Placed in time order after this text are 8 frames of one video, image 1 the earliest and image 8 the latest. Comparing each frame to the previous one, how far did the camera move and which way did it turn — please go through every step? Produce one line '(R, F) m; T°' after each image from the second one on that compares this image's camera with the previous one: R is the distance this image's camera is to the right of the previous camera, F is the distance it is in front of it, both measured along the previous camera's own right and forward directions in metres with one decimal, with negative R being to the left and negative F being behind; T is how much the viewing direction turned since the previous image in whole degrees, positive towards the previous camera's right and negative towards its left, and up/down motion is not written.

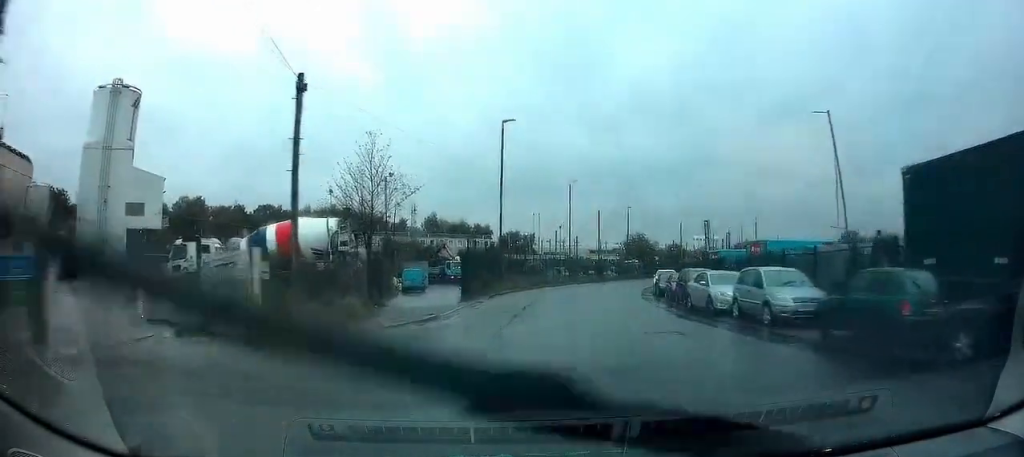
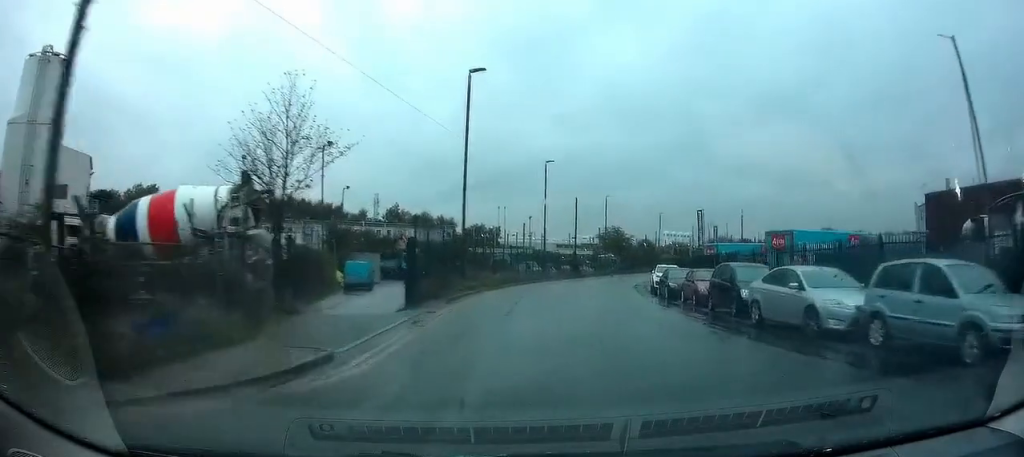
(+0.2, +8.0) m; +4°
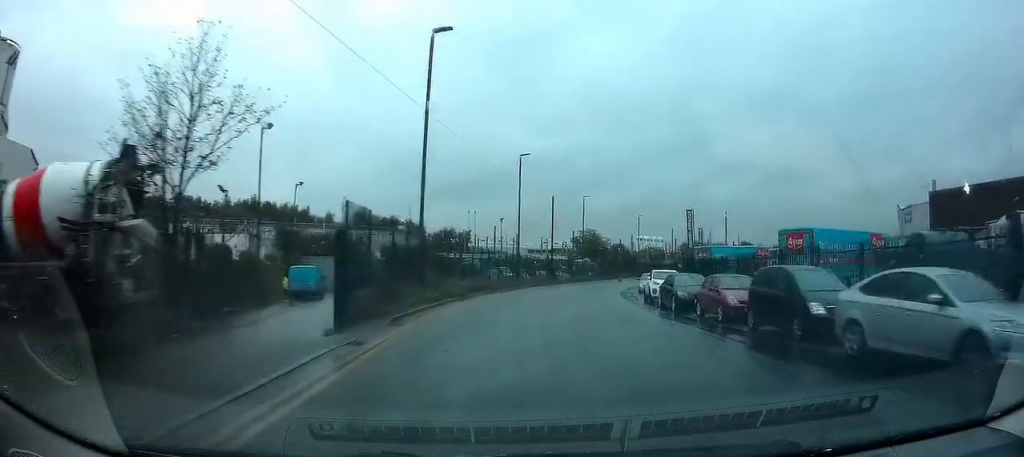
(+0.1, +5.2) m; +2°
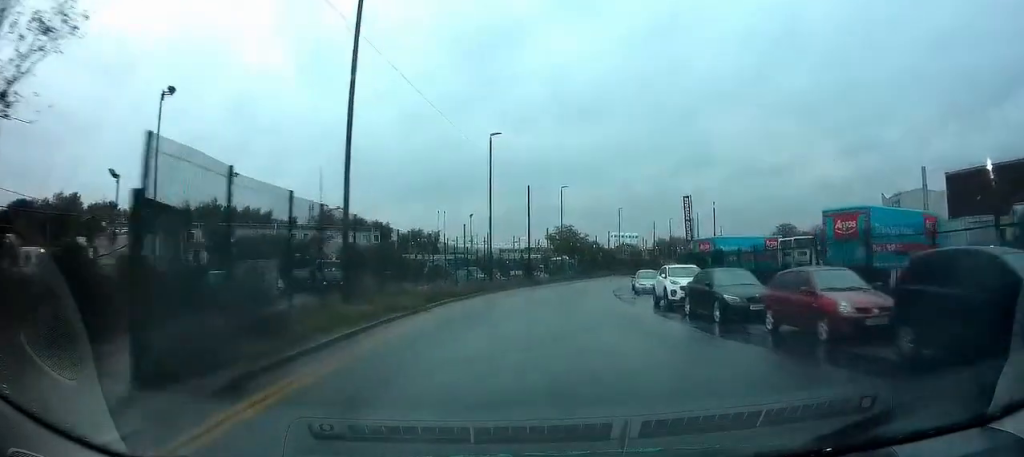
(+0.1, +7.0) m; +1°
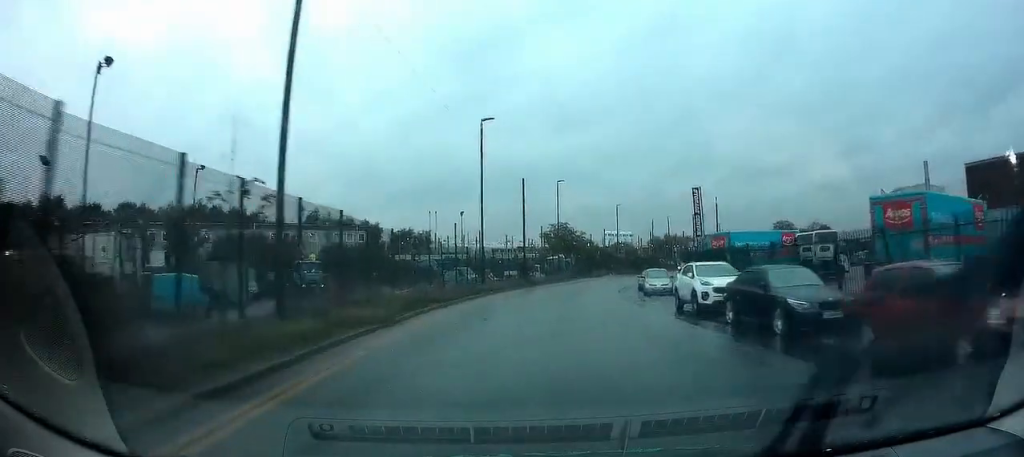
(+0.1, +4.0) m; +1°
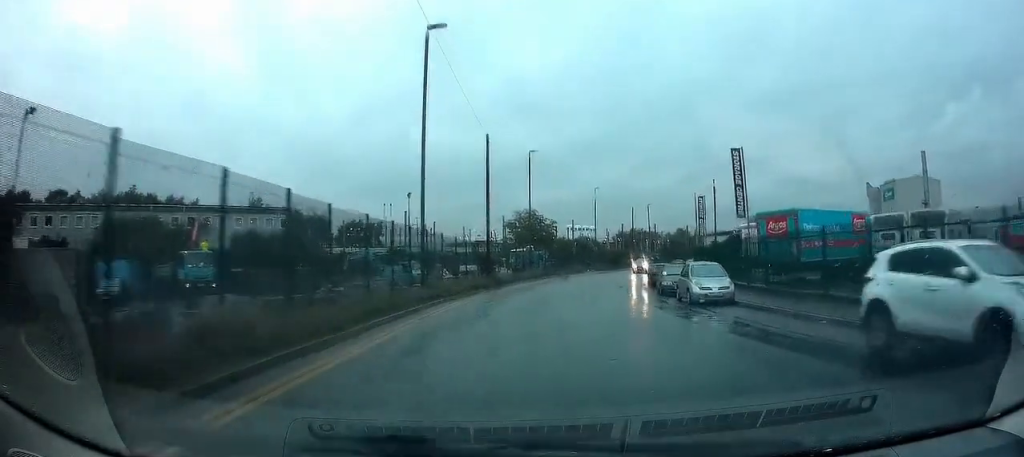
(+0.4, +13.0) m; +5°
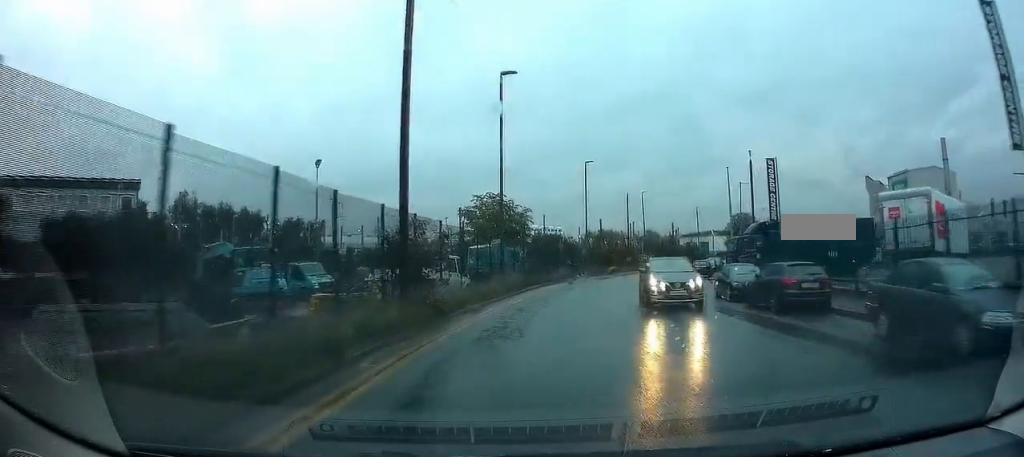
(+1.1, +19.5) m; +6°
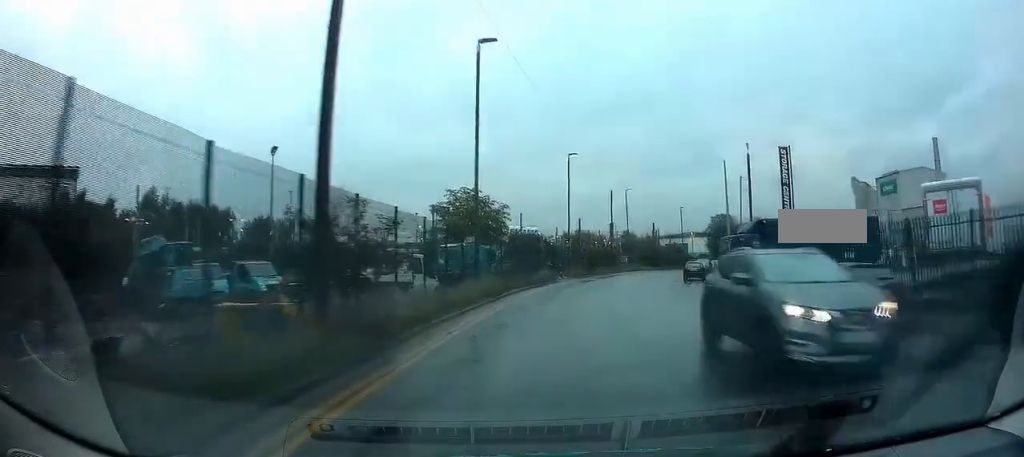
(+0.1, +4.5) m; +1°
